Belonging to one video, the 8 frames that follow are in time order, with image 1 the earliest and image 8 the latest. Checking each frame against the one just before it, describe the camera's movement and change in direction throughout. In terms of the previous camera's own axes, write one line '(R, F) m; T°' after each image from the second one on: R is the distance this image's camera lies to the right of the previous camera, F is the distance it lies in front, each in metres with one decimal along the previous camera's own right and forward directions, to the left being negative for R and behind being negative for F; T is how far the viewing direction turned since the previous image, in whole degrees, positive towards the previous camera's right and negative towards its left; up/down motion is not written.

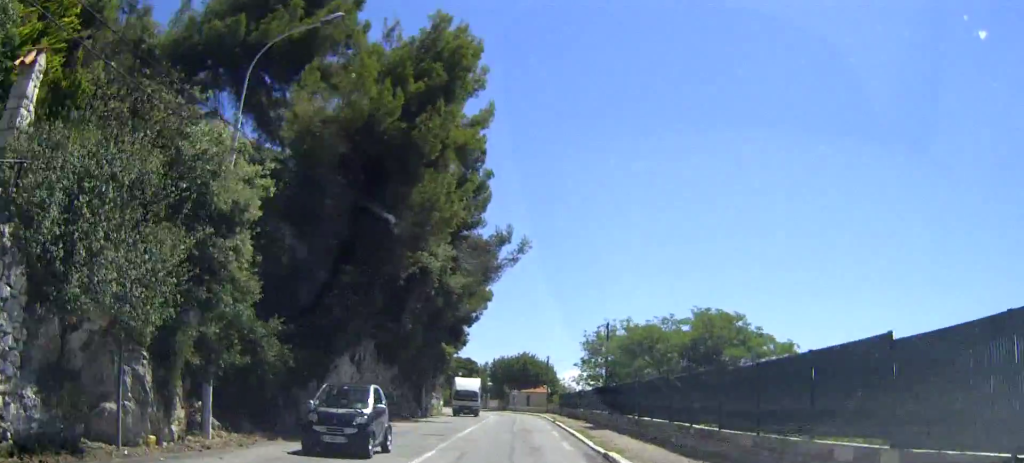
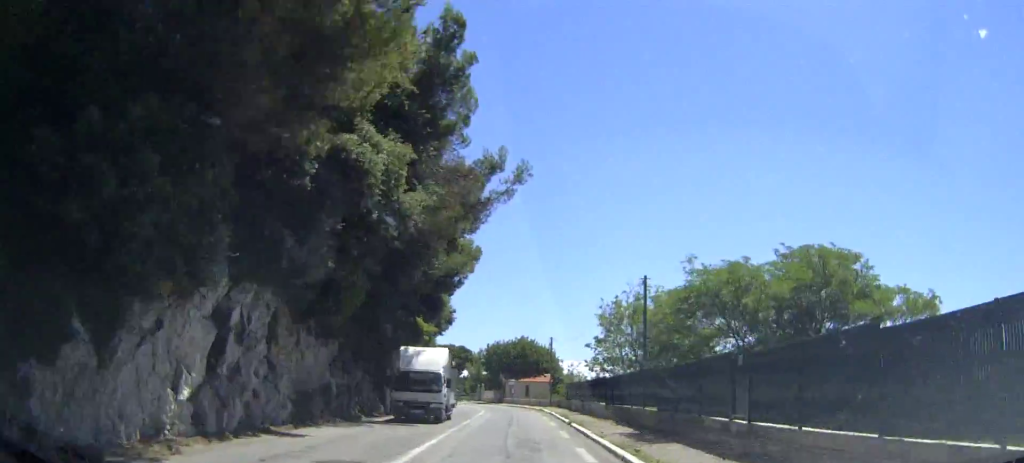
(0.0, +12.5) m; -1°
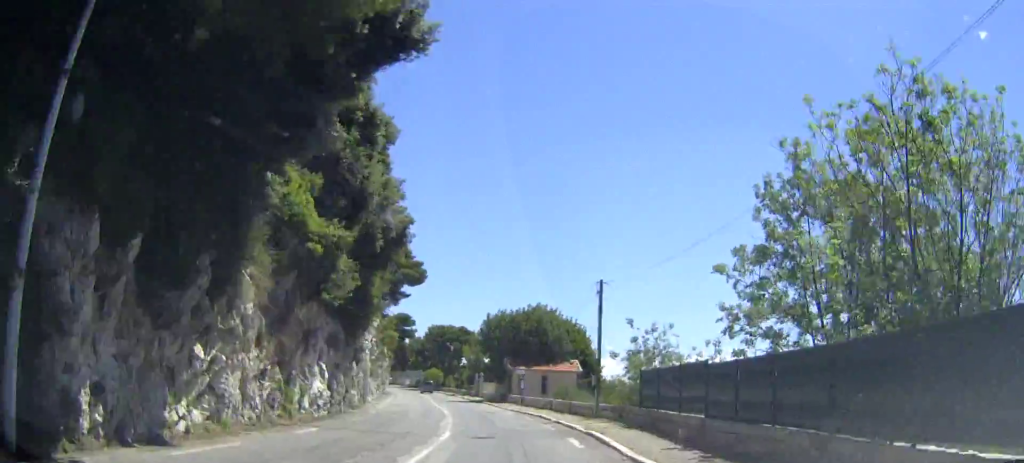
(-0.4, +29.5) m; -1°
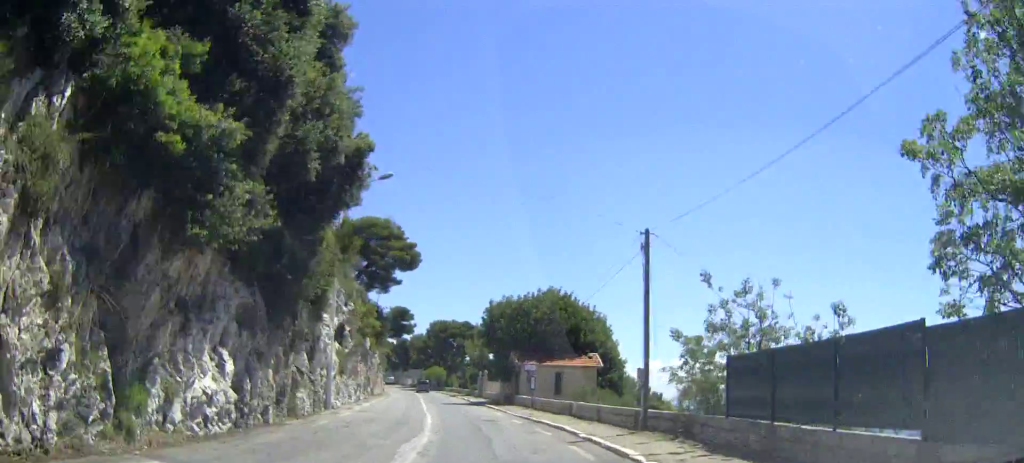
(0.0, +9.7) m; 0°
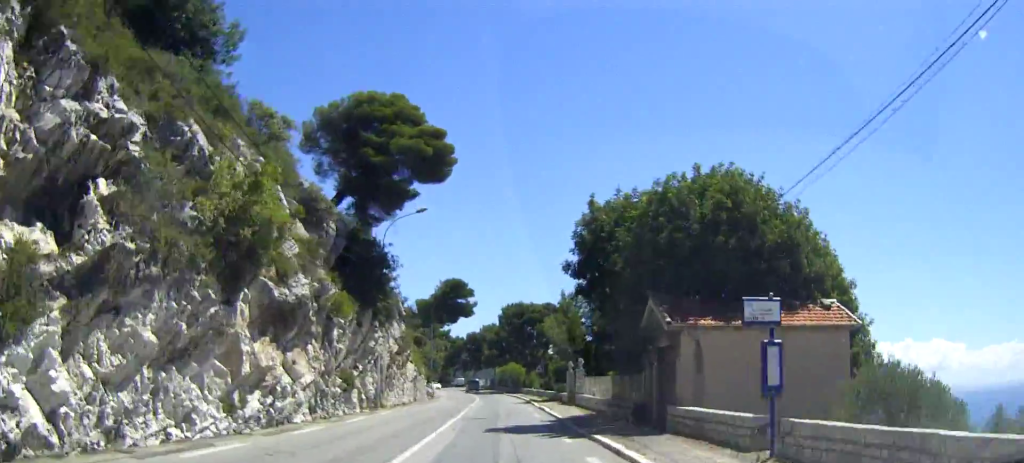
(-1.3, +30.4) m; -5°
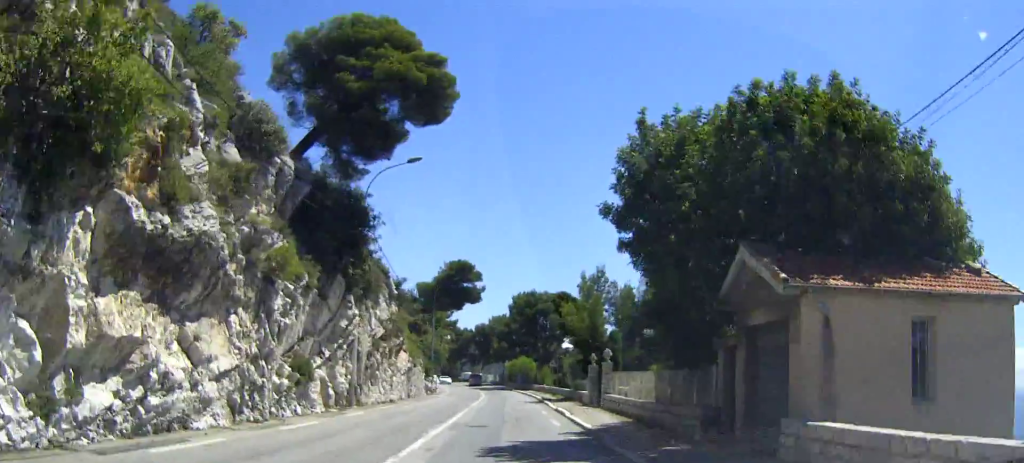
(-0.1, +8.0) m; -1°
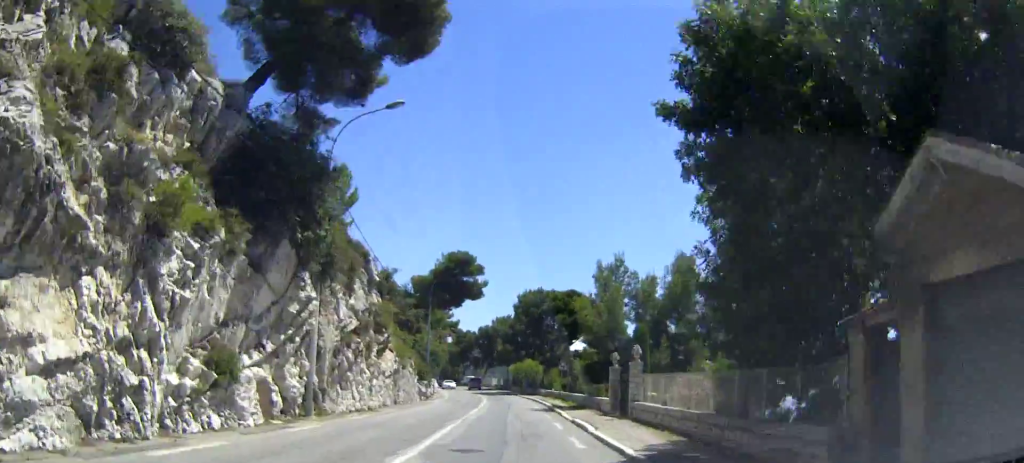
(0.0, +6.9) m; 0°
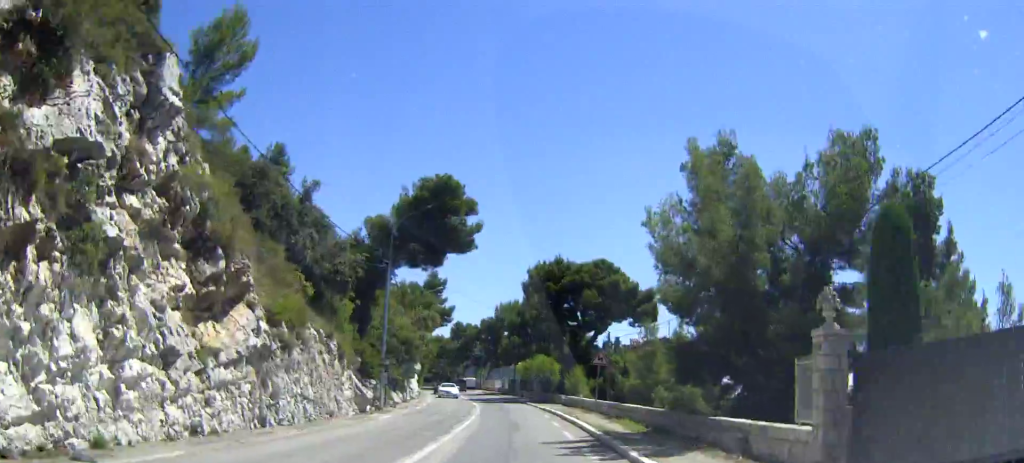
(-0.3, +19.3) m; -1°
